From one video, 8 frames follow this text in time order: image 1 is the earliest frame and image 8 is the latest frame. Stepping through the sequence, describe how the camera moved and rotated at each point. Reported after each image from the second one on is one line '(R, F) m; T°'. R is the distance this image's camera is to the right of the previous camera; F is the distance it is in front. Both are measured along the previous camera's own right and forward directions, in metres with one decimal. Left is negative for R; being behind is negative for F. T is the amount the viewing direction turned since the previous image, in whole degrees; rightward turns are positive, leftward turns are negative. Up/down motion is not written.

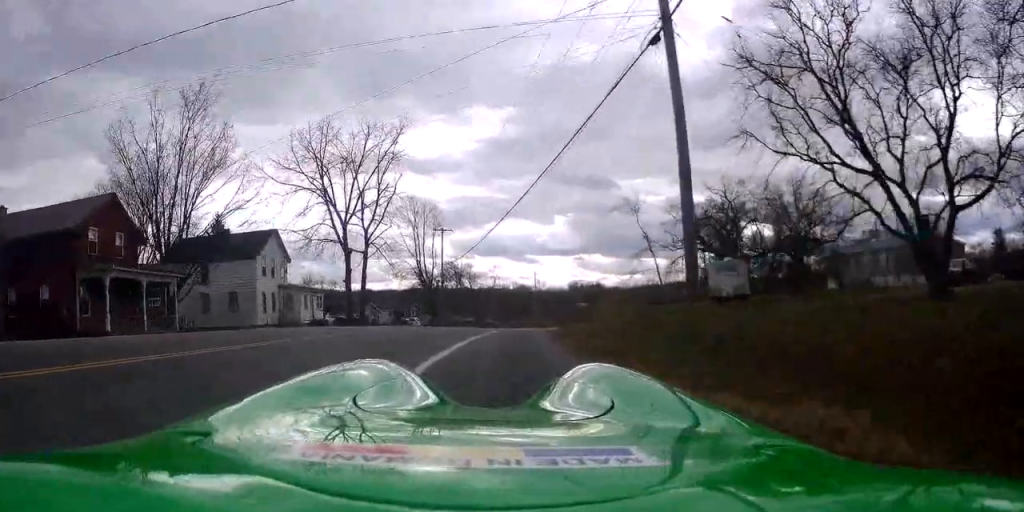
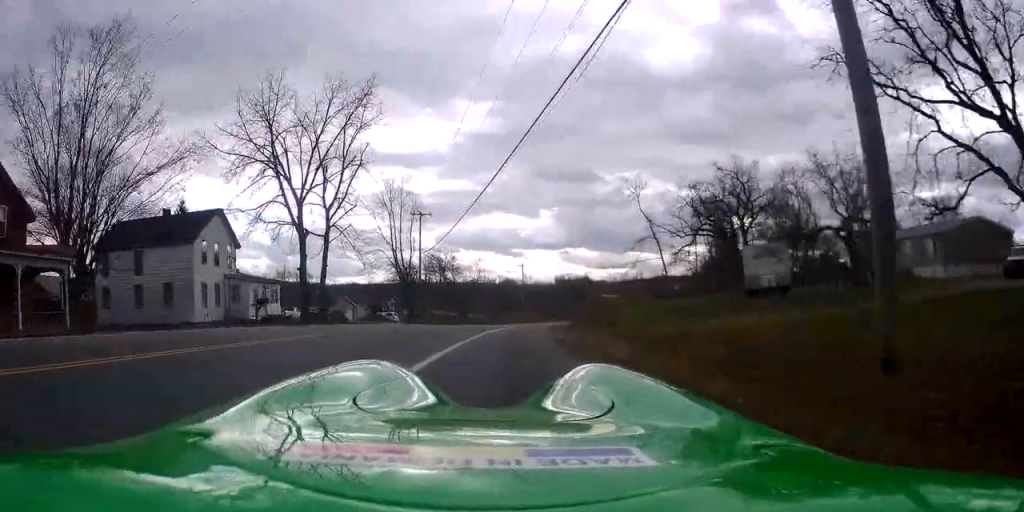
(+0.4, +7.4) m; +2°
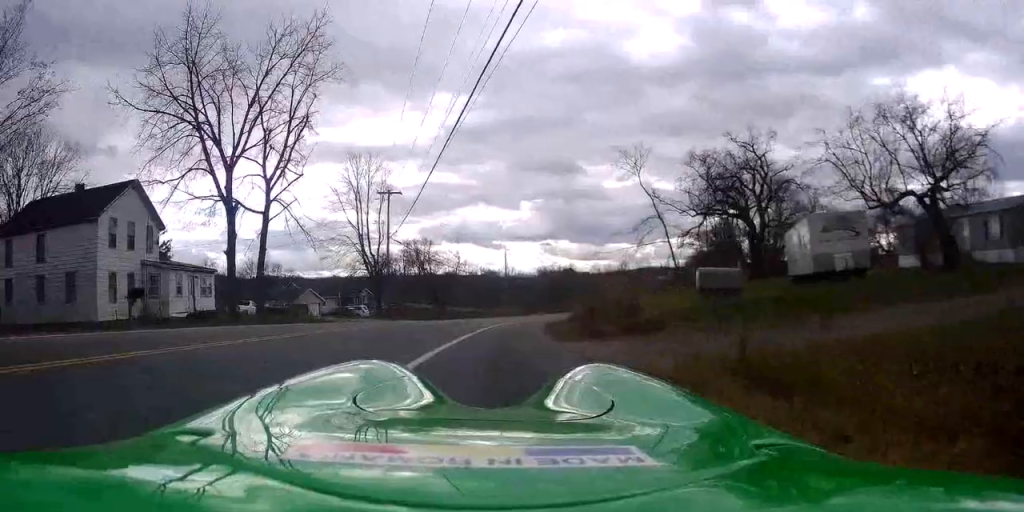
(0.0, +8.3) m; 0°
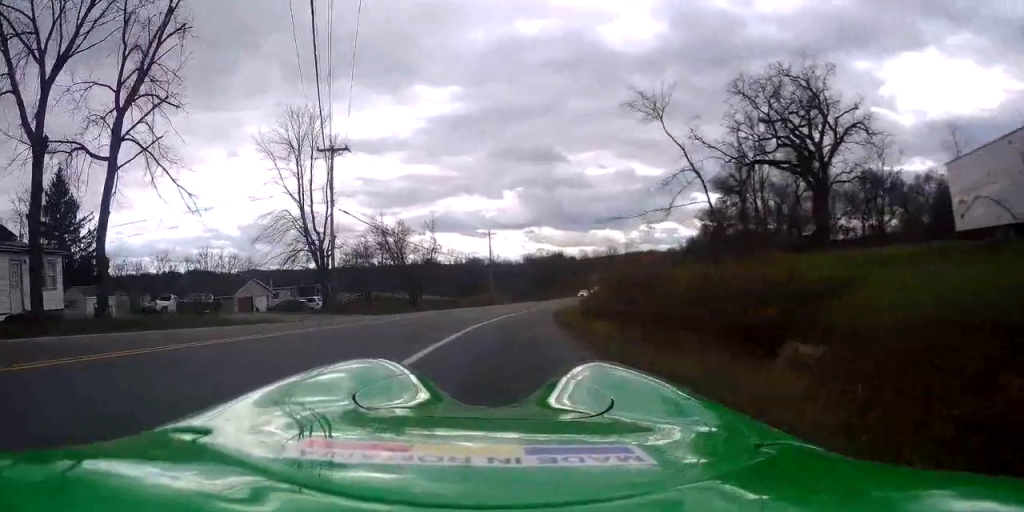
(+0.3, +13.5) m; +3°
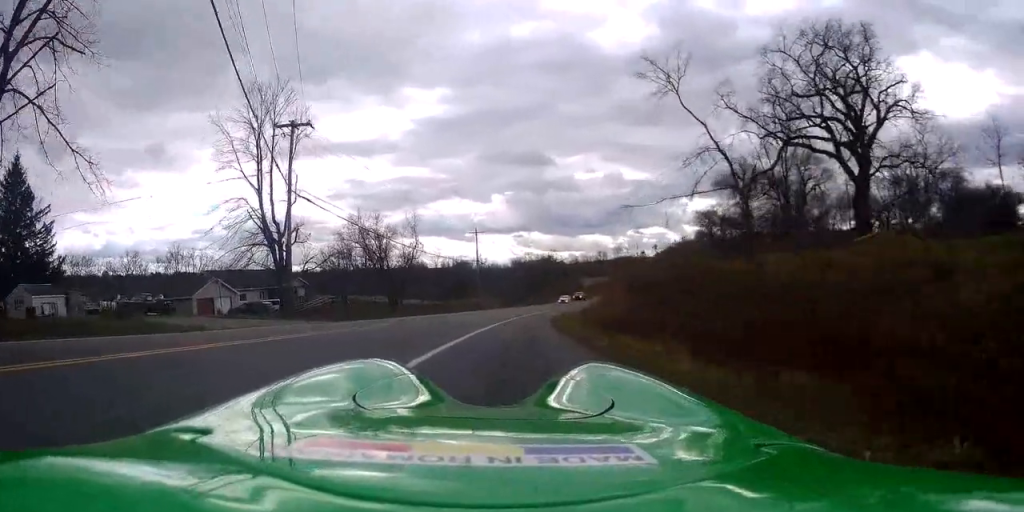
(0.0, +6.5) m; 0°
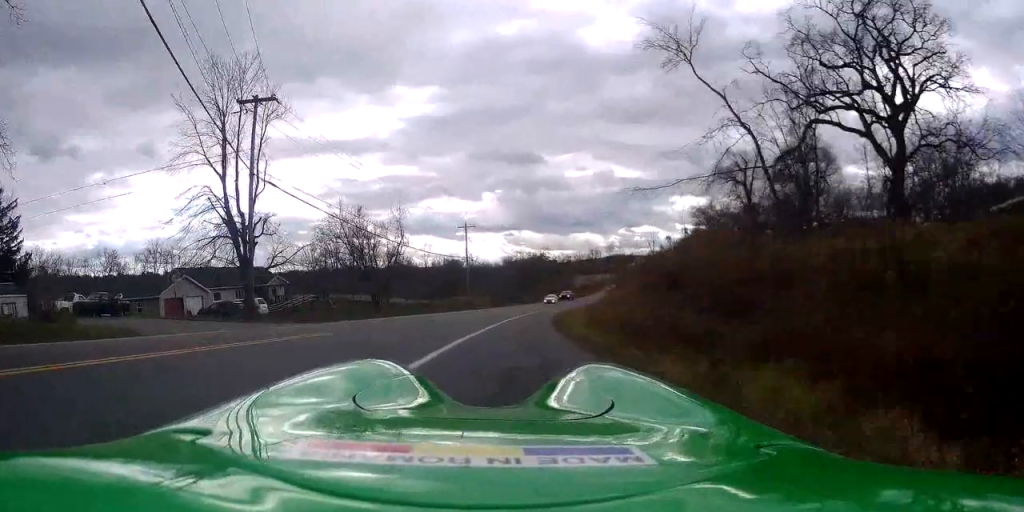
(0.0, +4.4) m; +1°
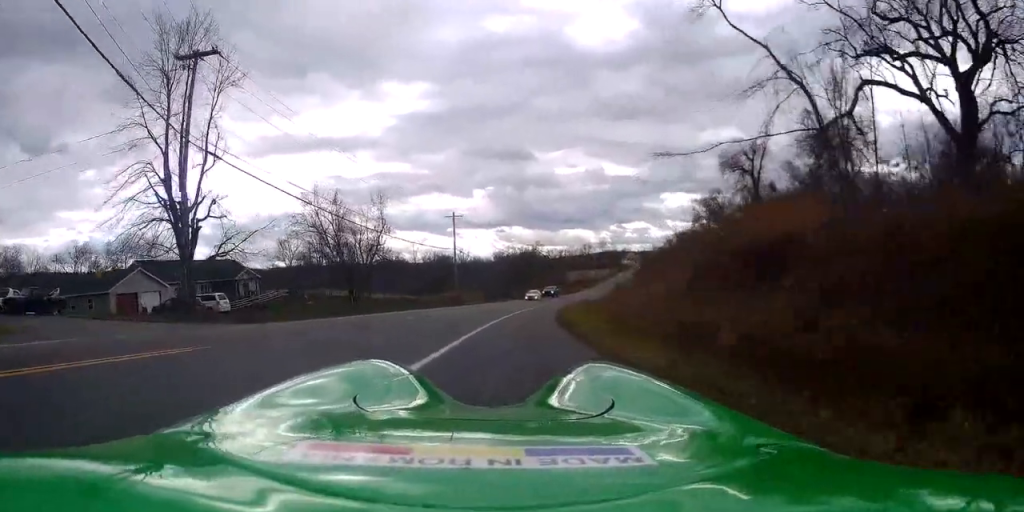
(0.0, +6.1) m; +1°
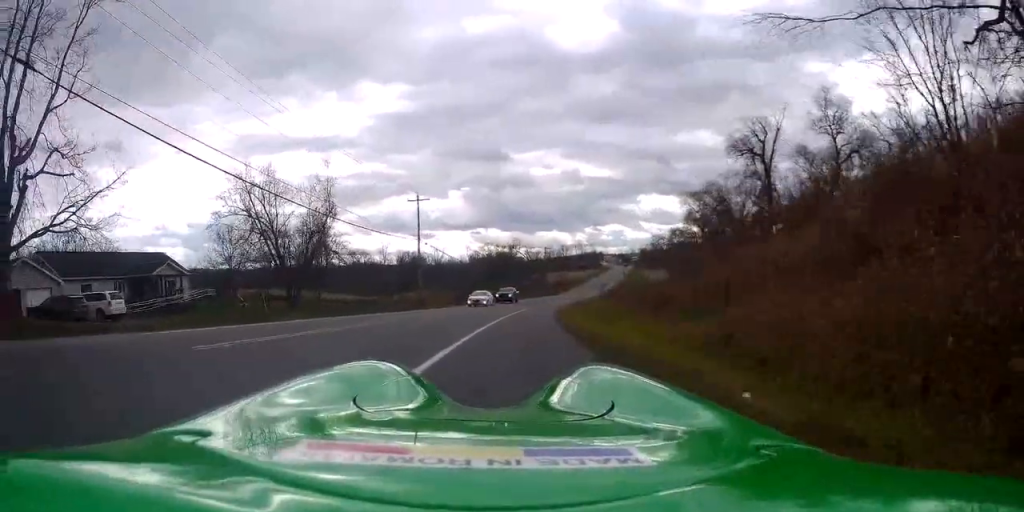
(+0.3, +11.6) m; 0°
